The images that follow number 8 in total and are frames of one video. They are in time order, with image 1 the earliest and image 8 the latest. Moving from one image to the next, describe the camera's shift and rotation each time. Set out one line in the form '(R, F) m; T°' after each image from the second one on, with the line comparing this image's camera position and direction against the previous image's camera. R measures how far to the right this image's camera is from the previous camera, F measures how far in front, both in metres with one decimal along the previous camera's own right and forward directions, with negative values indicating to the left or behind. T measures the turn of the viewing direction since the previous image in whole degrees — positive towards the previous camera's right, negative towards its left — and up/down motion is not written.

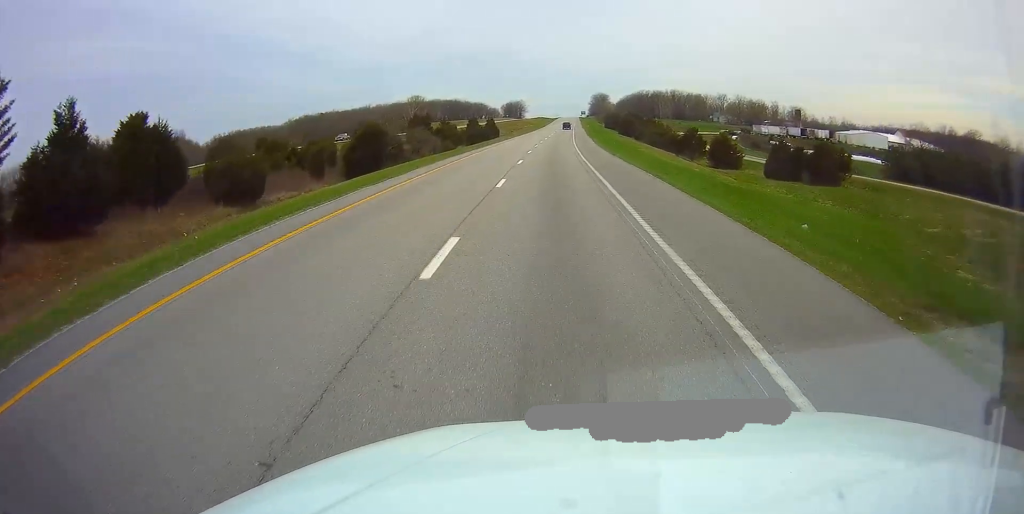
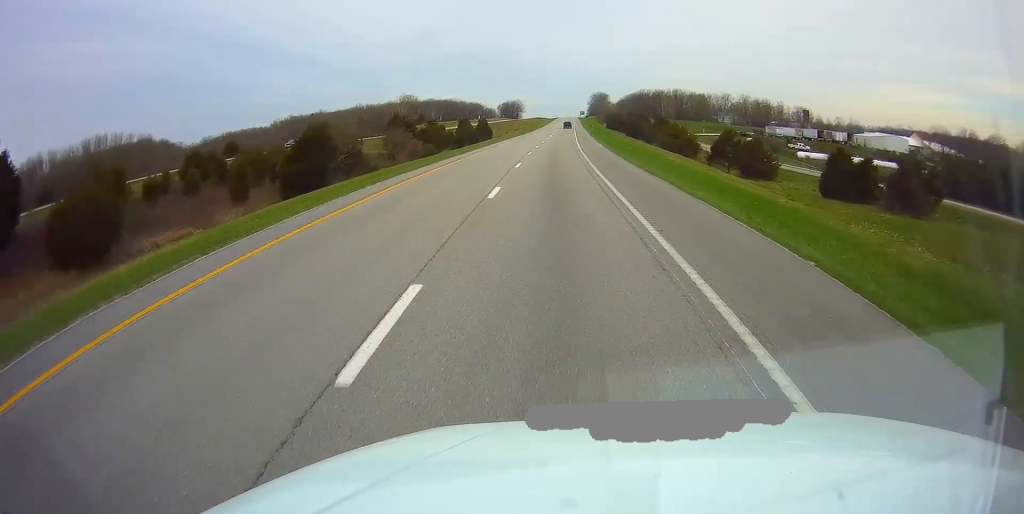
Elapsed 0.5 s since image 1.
(0.0, +15.6) m; 0°
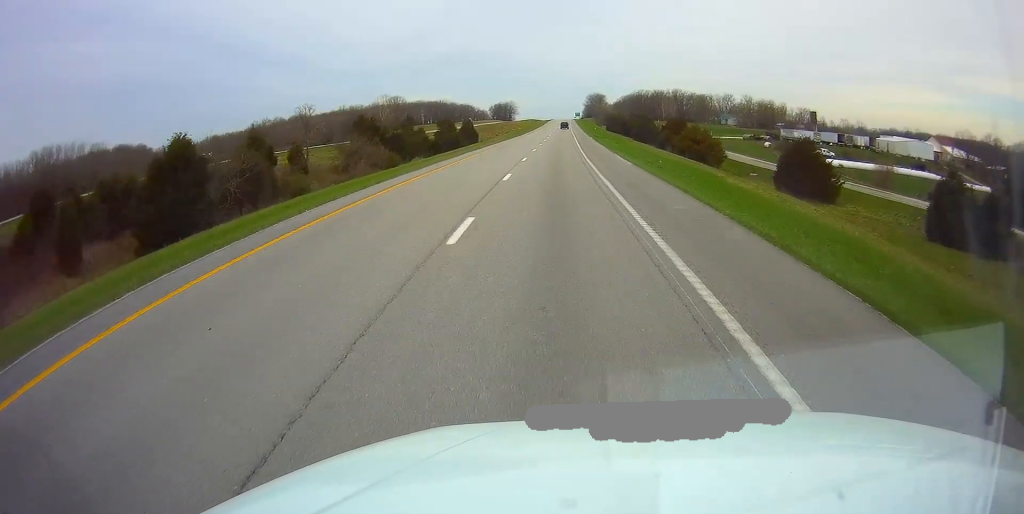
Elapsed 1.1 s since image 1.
(+0.1, +18.7) m; 0°
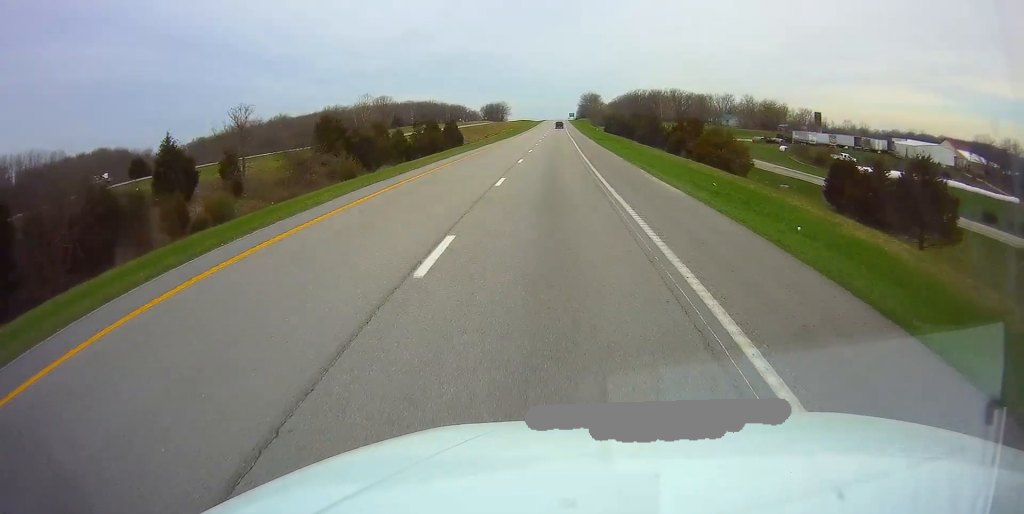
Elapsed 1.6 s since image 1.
(+0.1, +14.5) m; 0°
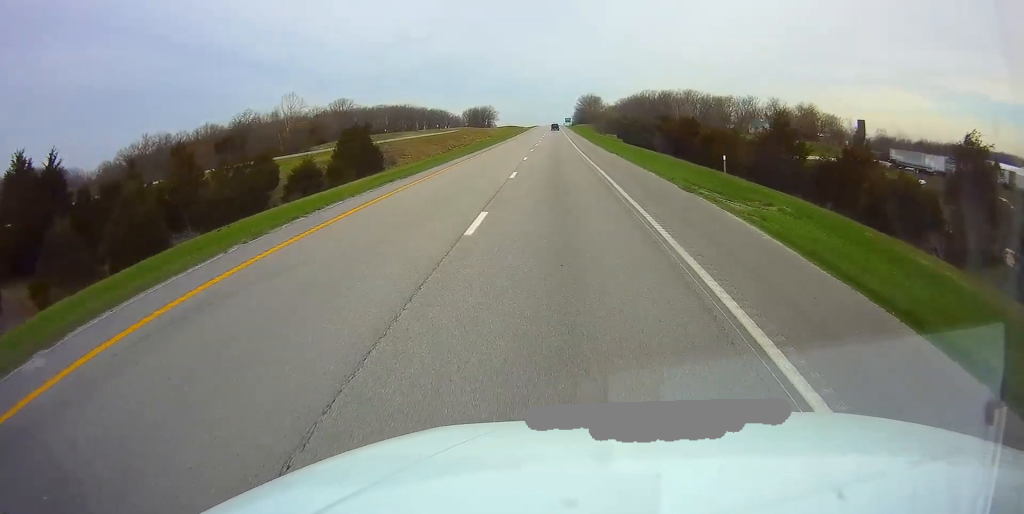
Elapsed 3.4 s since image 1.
(+0.3, +57.8) m; +1°
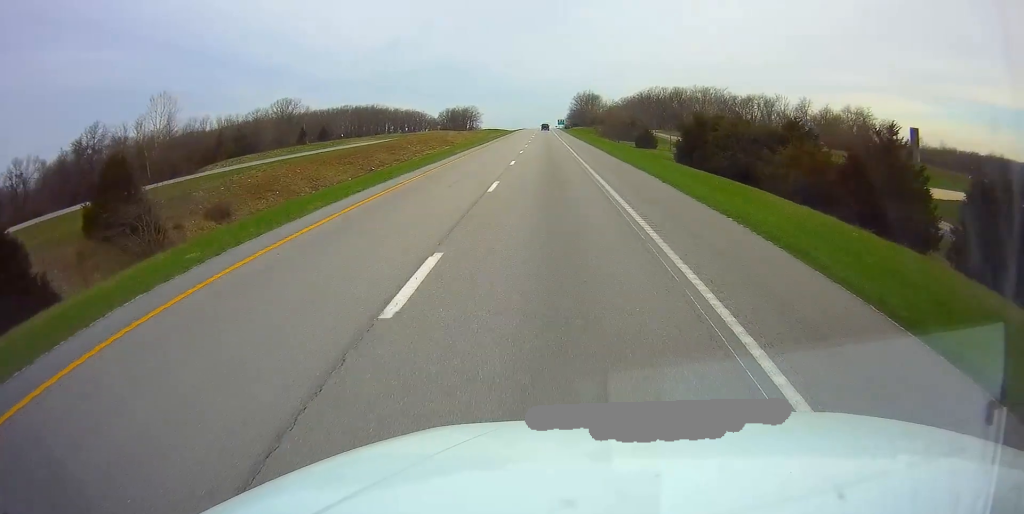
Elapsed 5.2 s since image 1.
(+0.3, +53.4) m; +1°
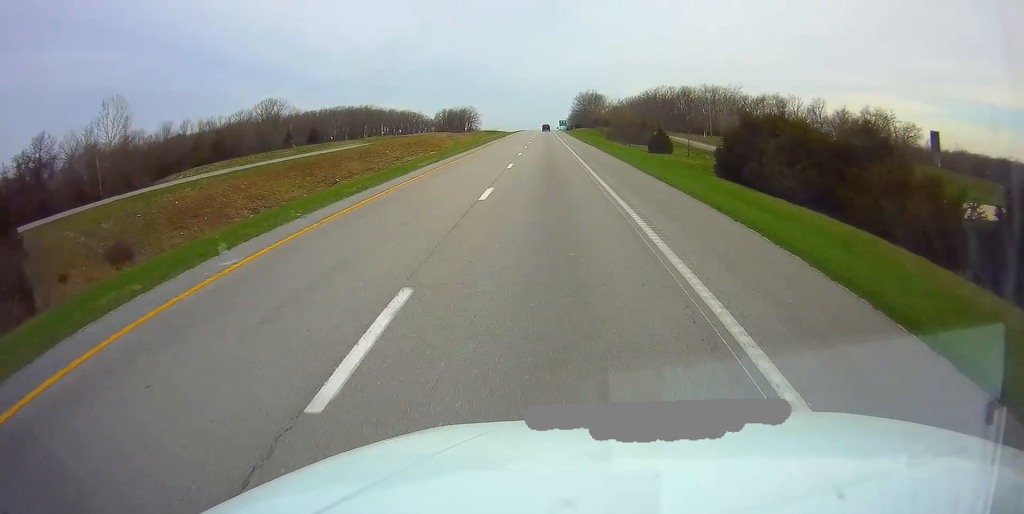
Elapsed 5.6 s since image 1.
(0.0, +14.4) m; 0°
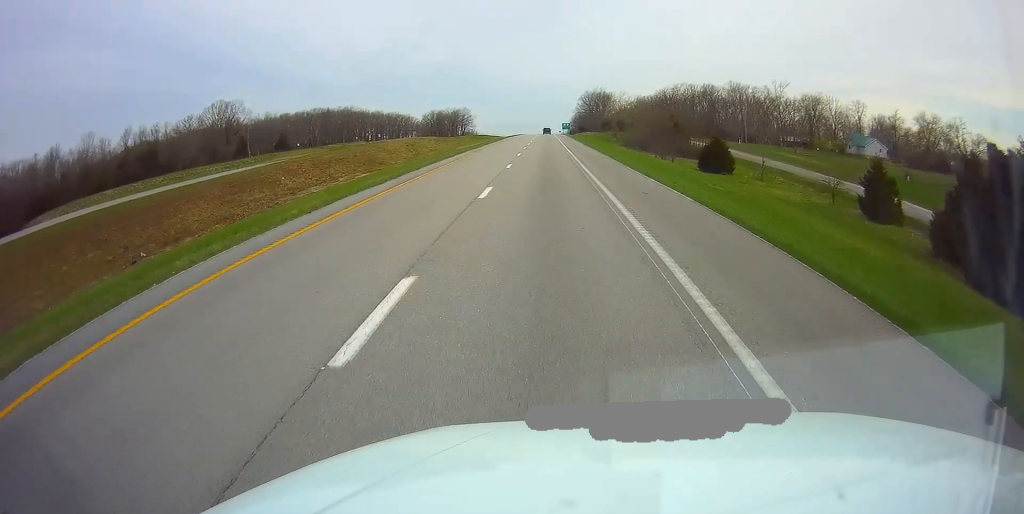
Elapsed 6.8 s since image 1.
(+0.3, +35.9) m; 0°
